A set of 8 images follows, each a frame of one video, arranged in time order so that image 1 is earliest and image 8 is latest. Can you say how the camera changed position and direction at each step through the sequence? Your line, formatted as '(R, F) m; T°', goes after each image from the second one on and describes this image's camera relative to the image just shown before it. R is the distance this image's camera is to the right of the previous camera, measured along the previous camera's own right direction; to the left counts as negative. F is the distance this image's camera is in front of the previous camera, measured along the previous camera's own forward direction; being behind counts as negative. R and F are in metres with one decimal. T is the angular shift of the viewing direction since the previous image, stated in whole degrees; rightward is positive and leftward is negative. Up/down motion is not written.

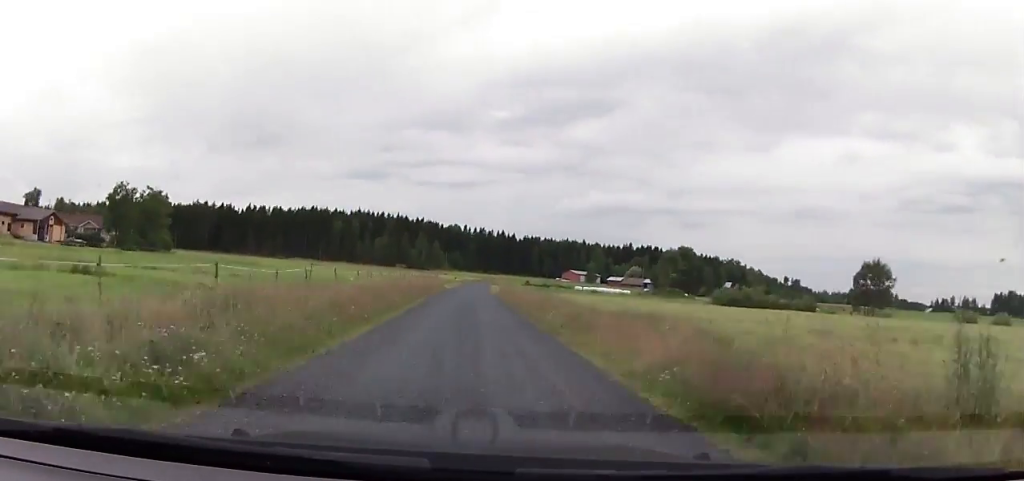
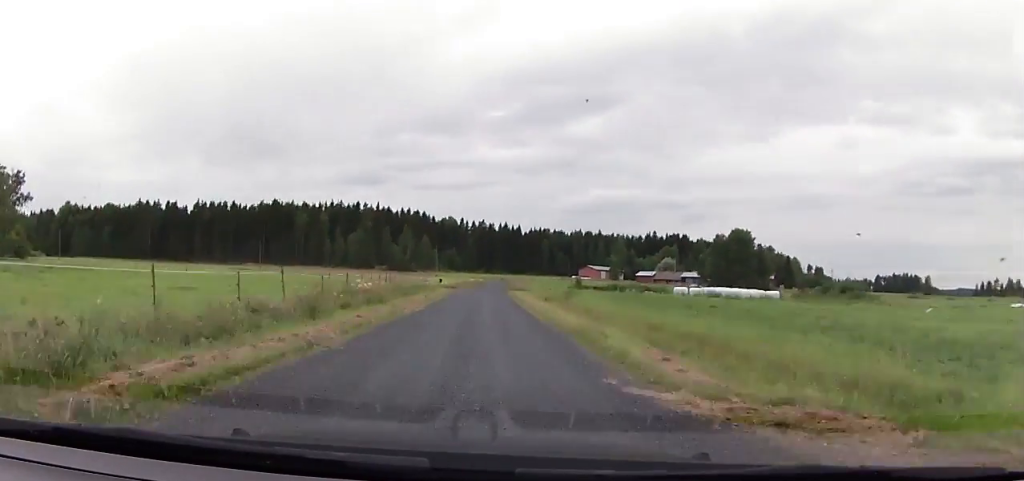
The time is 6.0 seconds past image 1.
(-2.3, +66.3) m; -1°
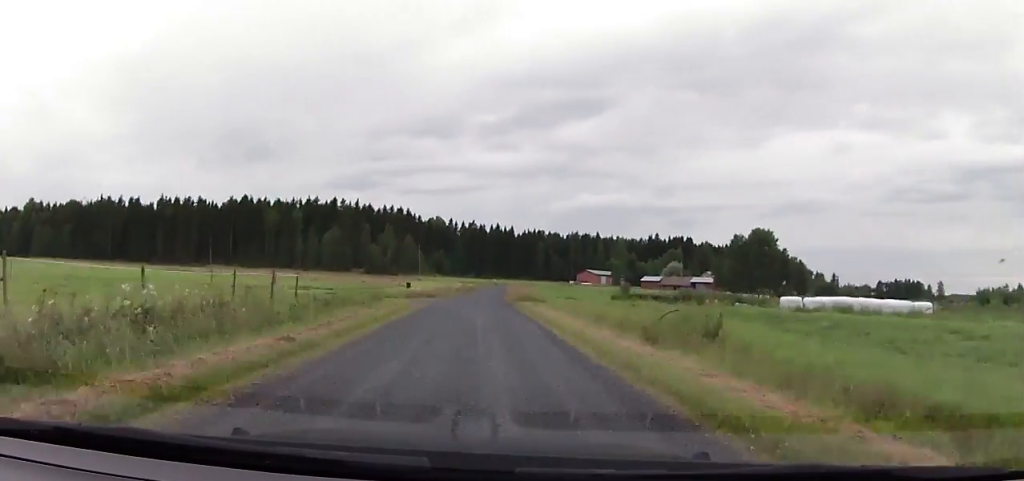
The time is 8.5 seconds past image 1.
(+0.4, +28.2) m; +1°
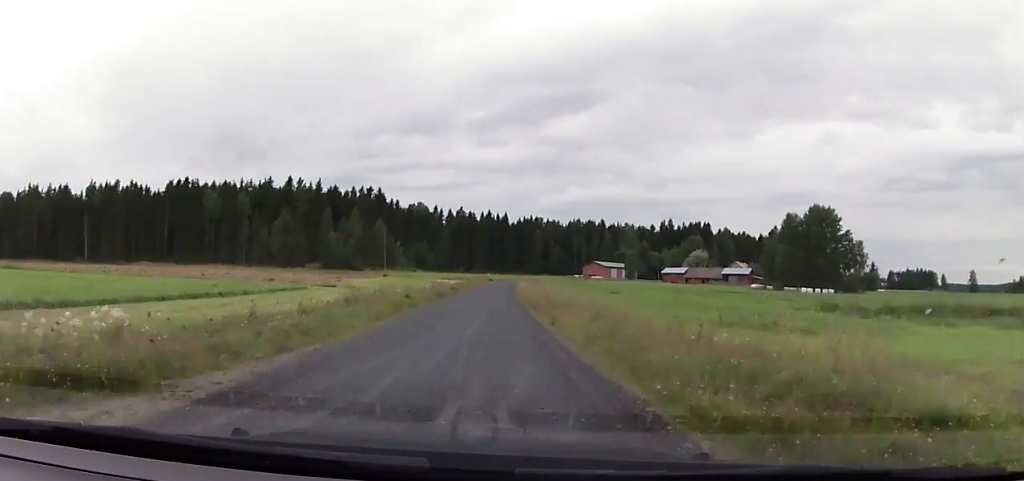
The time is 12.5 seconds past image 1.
(+0.5, +45.7) m; +3°
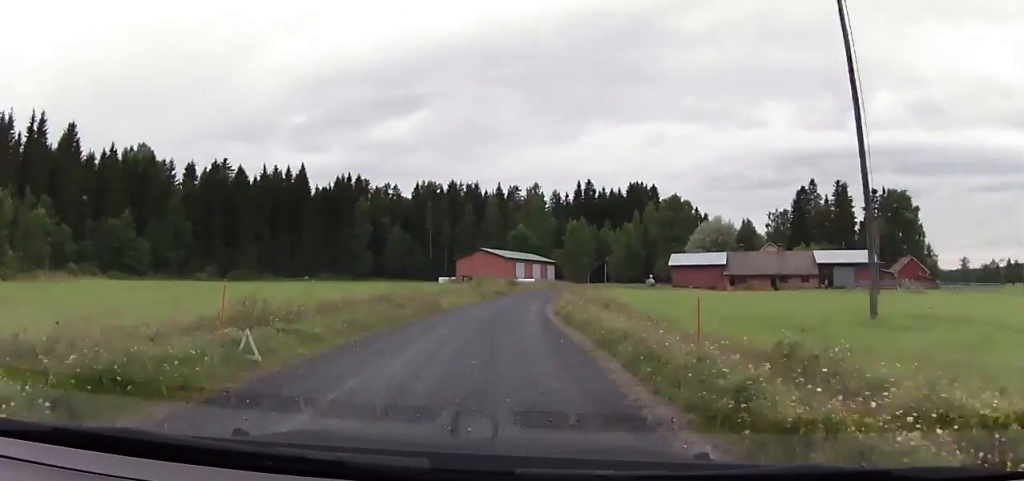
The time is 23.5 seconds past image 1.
(+14.6, +127.7) m; +20°
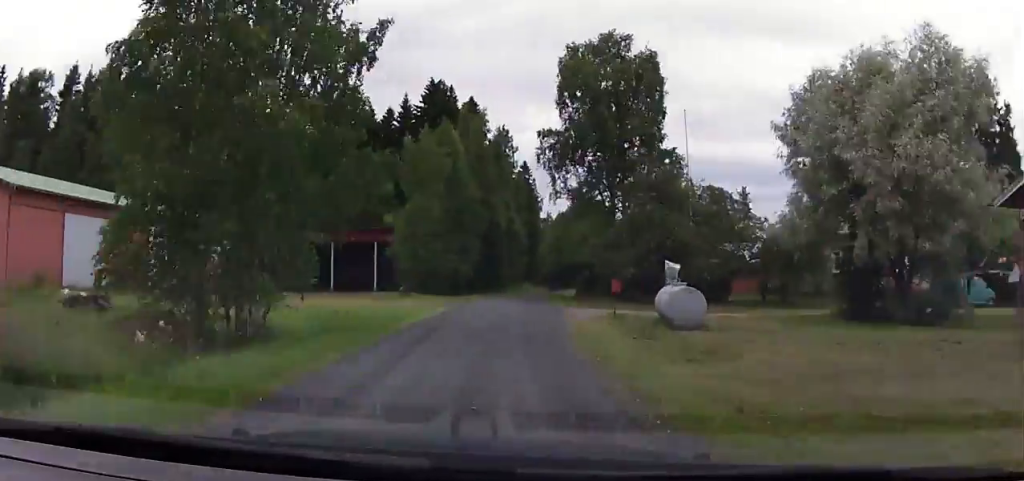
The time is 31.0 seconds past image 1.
(+16.2, +83.4) m; +17°
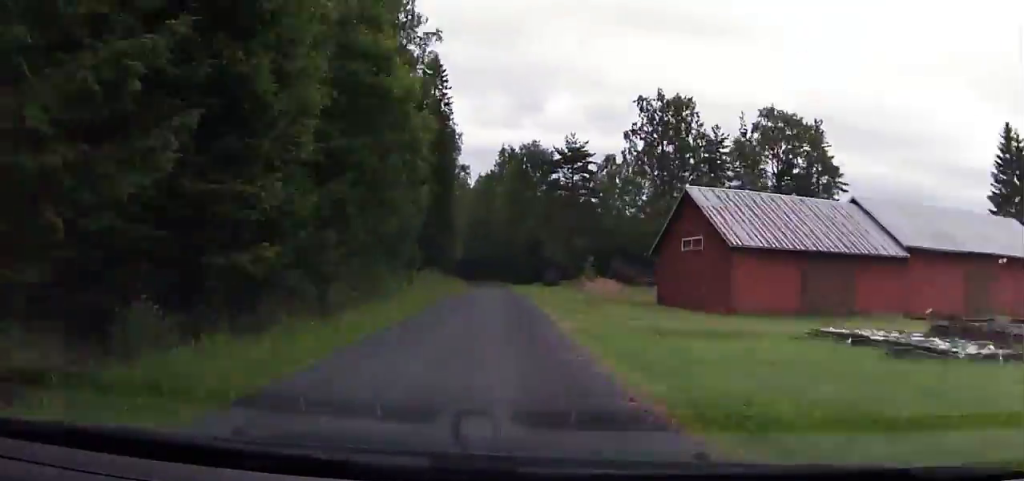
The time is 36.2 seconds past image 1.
(+5.4, +56.9) m; +6°
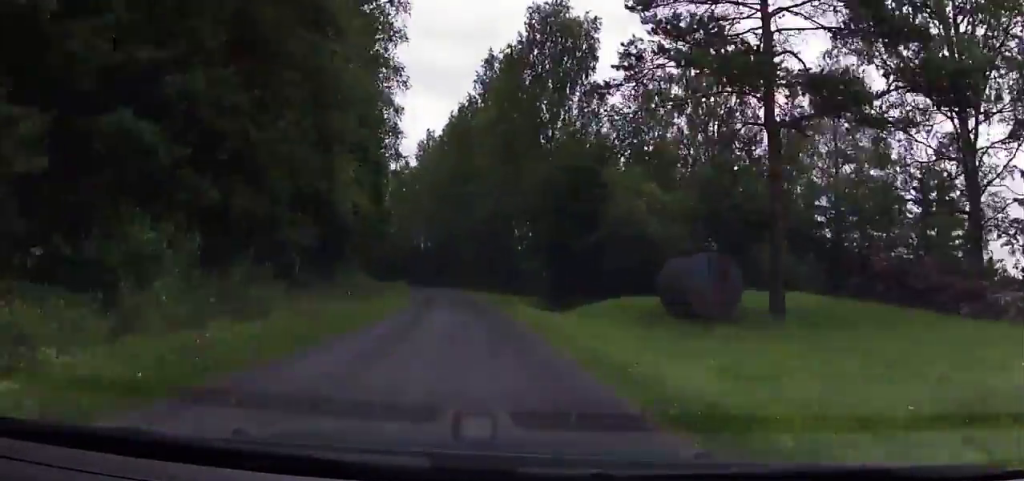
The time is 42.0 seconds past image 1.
(+1.6, +60.8) m; -5°
